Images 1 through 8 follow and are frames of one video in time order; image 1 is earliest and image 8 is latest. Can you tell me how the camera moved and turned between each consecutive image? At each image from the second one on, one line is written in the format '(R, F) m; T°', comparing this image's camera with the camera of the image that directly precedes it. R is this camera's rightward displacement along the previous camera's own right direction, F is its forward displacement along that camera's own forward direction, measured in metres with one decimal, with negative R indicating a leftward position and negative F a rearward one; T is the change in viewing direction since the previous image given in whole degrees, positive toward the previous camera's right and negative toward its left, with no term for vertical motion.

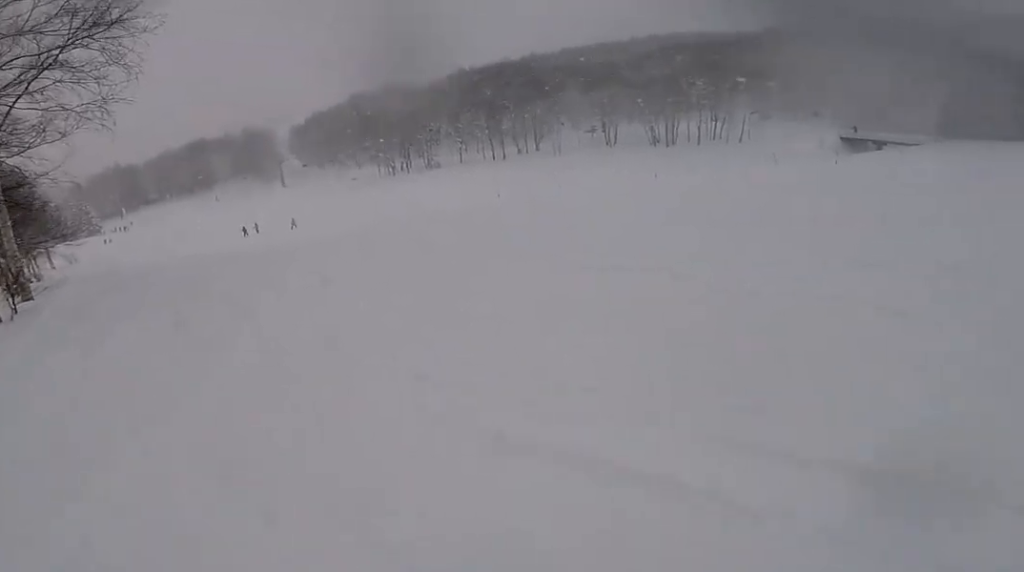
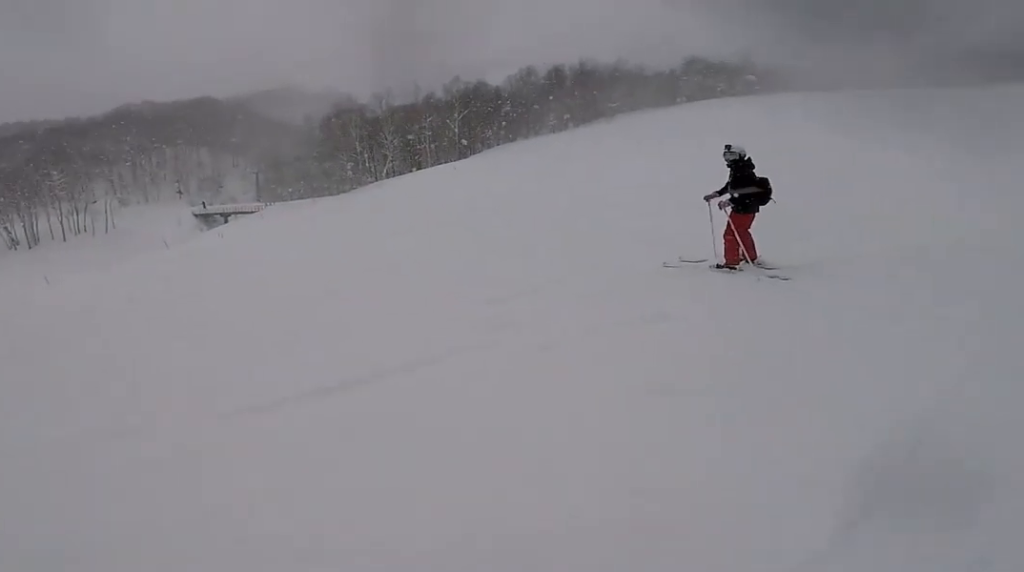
(+0.4, +2.9) m; +25°
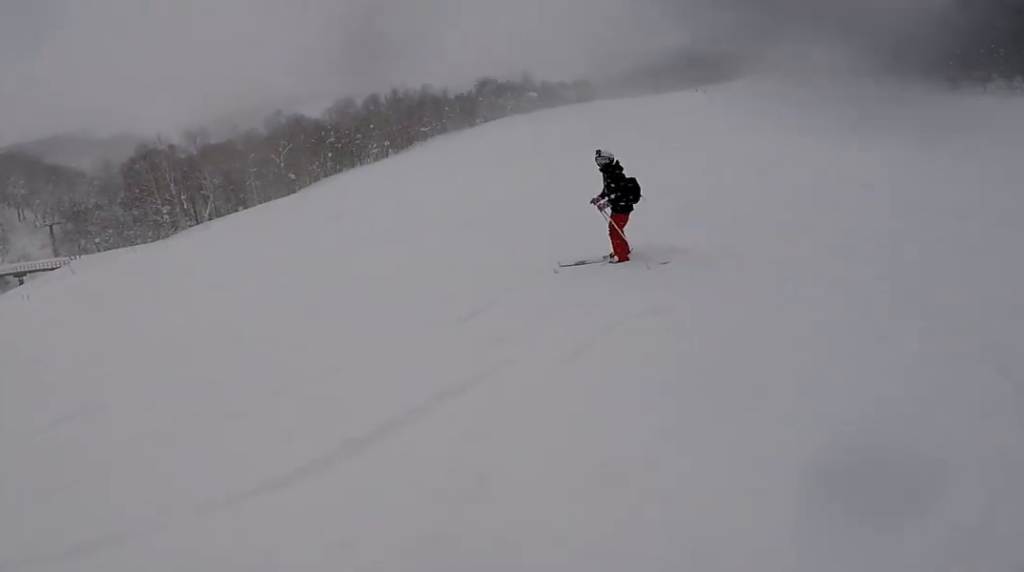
(0.0, +1.5) m; +16°
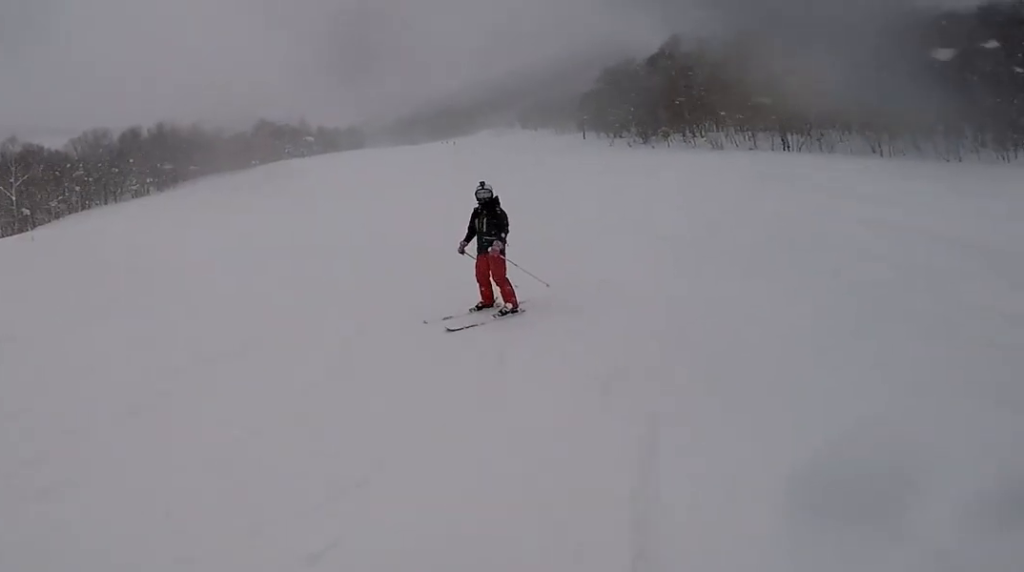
(+1.0, +2.3) m; +30°
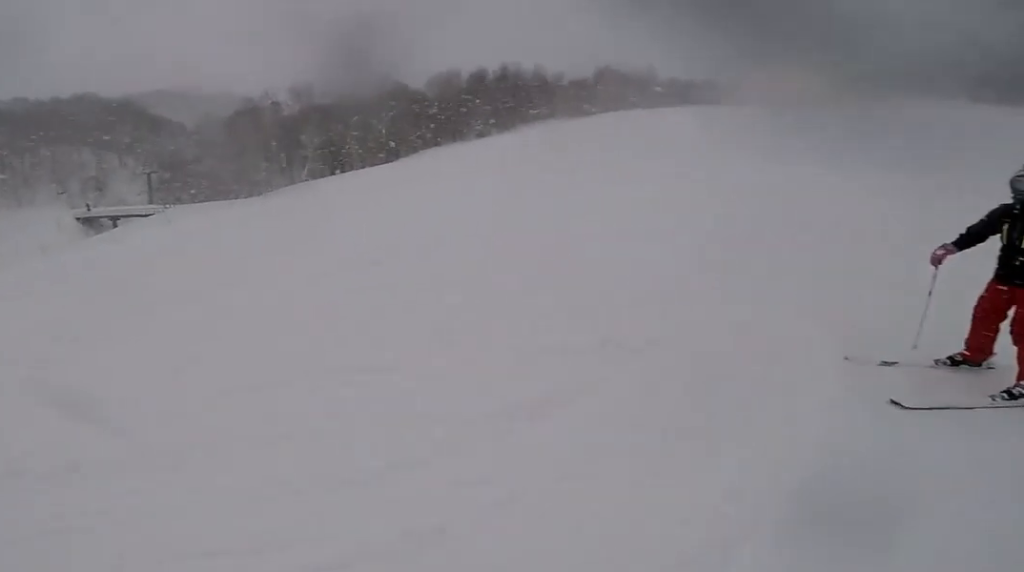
(+0.3, +1.8) m; -19°
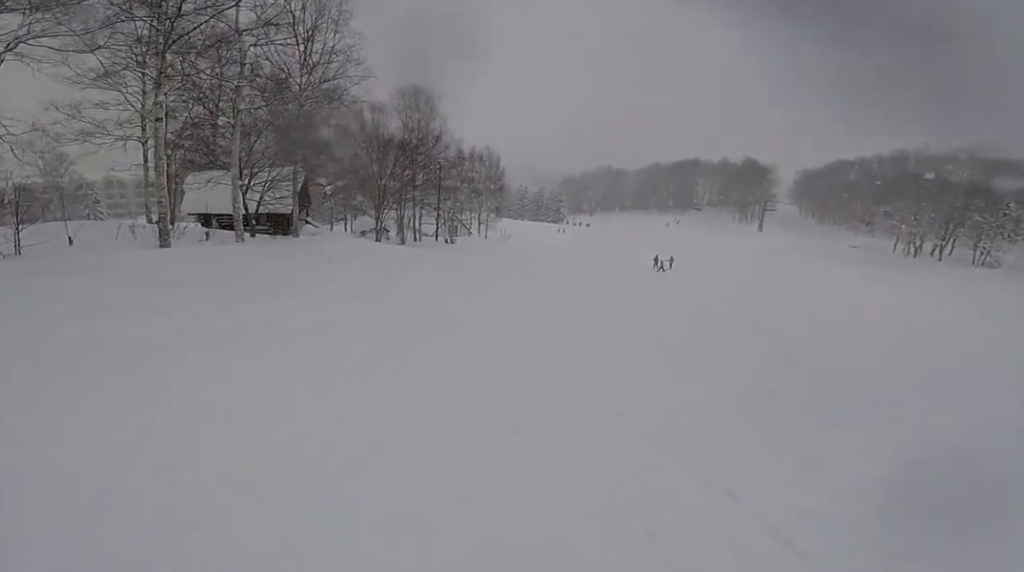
(-2.0, +2.1) m; -61°
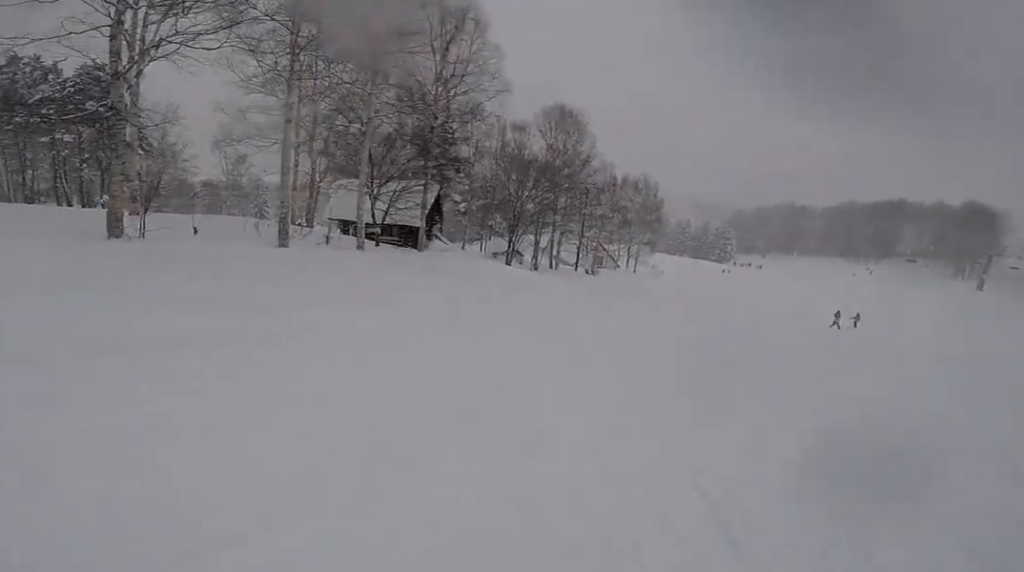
(0.0, +1.7) m; -11°
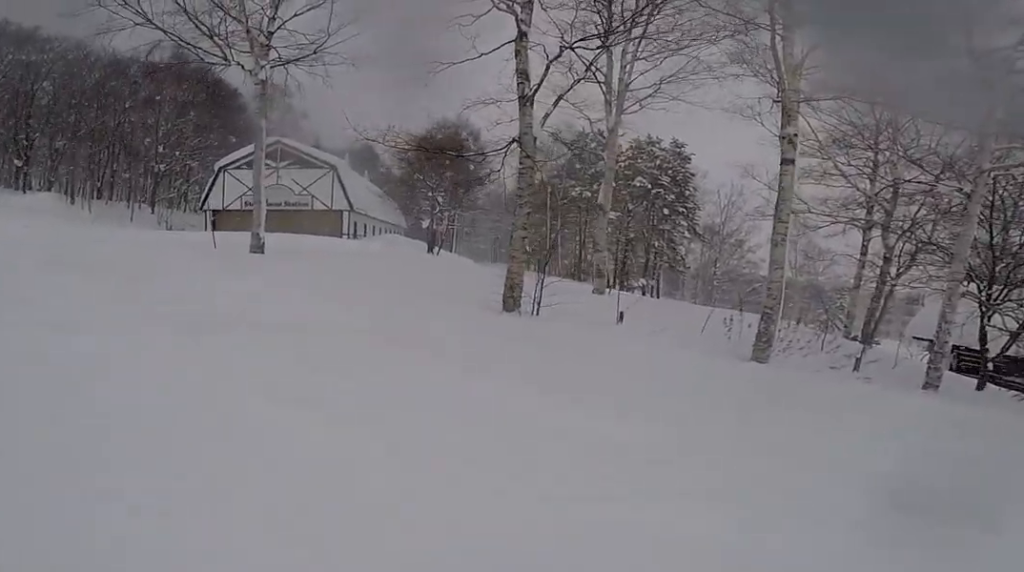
(-2.5, +3.2) m; -41°
